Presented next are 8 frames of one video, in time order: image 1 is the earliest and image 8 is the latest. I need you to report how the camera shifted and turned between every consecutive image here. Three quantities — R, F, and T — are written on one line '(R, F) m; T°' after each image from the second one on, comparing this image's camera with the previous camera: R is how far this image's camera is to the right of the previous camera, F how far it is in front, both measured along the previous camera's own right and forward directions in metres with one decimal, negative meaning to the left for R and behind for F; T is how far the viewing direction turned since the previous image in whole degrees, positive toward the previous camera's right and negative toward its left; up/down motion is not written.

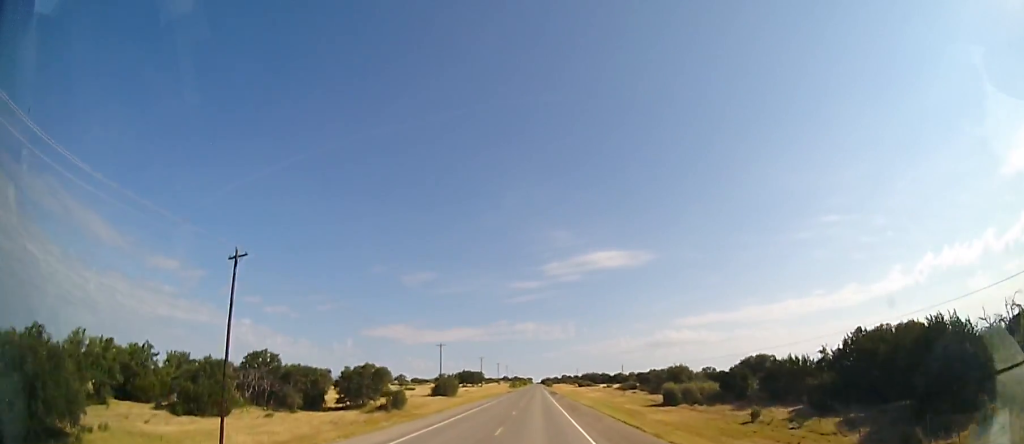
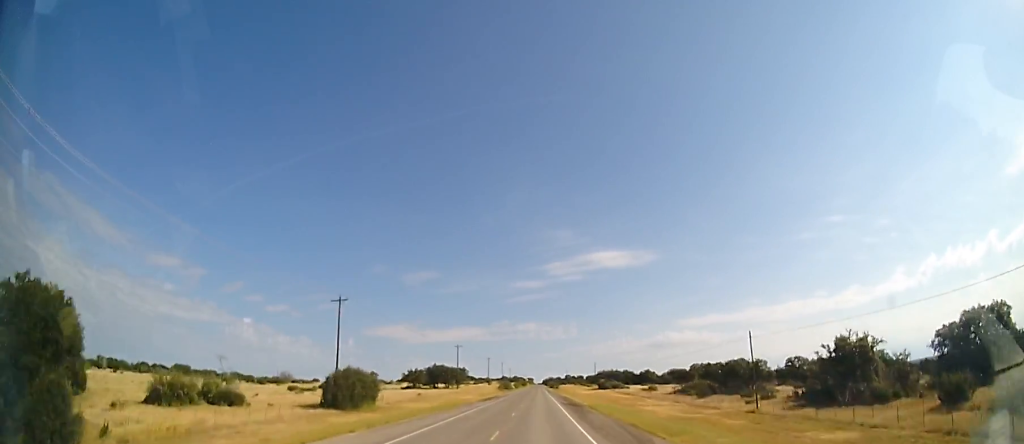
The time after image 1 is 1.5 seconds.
(-0.1, +51.0) m; 0°
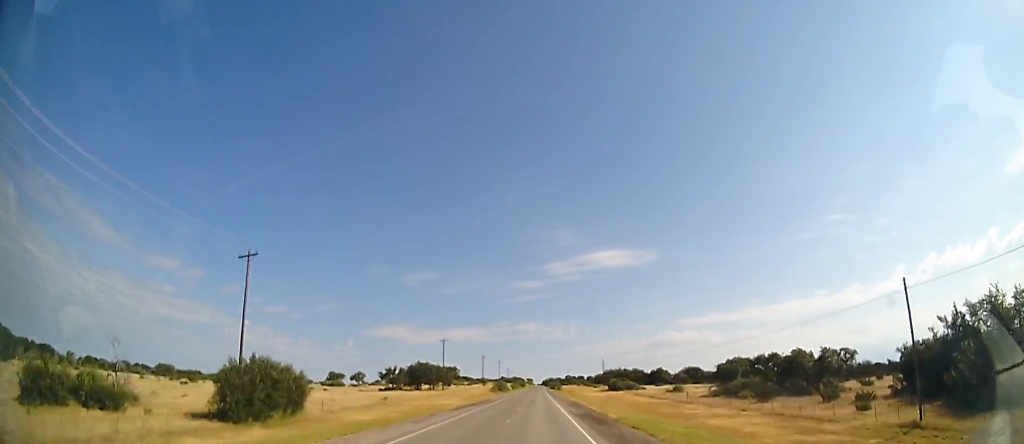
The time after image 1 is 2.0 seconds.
(0.0, +16.7) m; 0°
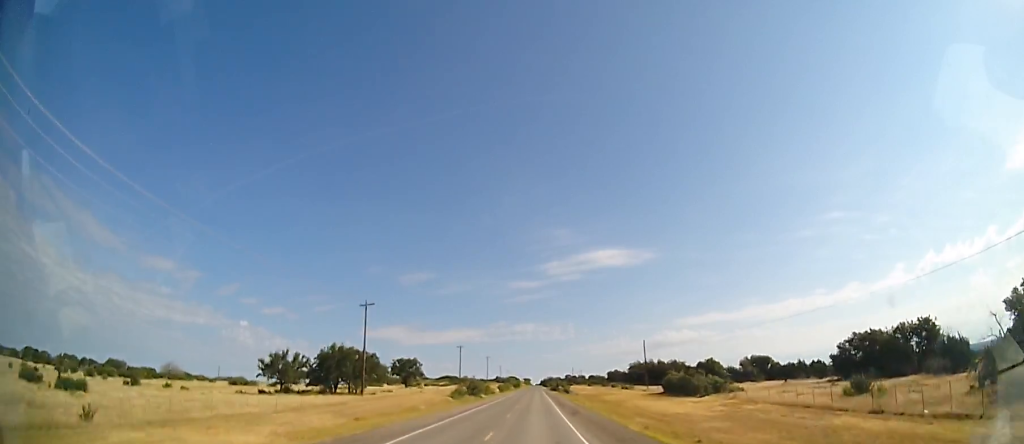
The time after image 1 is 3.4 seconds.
(+0.1, +44.2) m; 0°
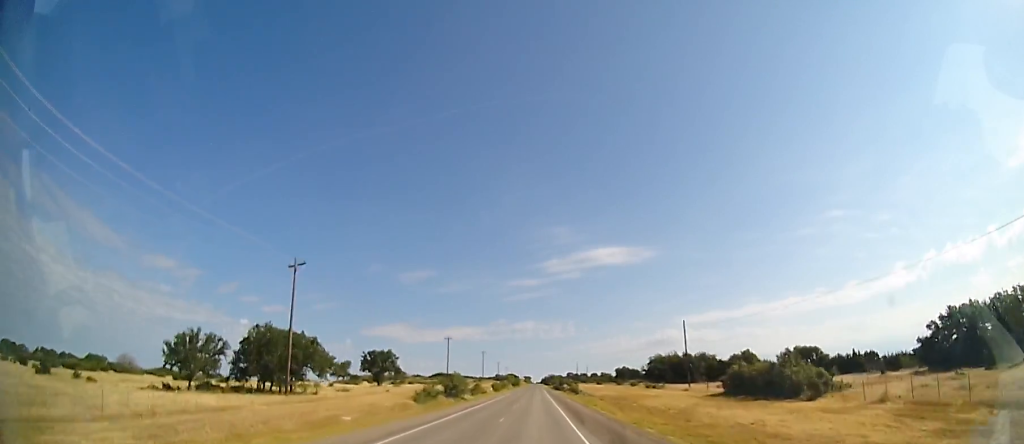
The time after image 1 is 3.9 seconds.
(0.0, +17.7) m; 0°
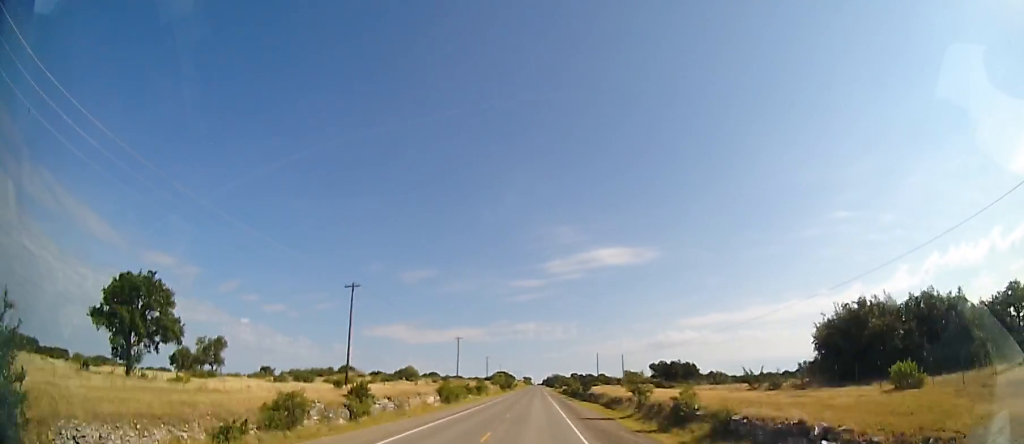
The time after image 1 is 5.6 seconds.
(0.0, +56.3) m; 0°
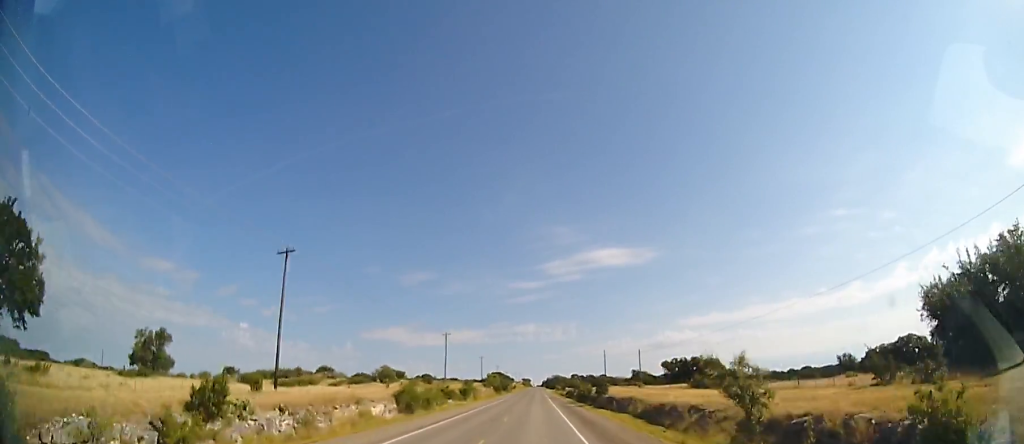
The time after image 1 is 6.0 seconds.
(0.0, +14.4) m; 0°
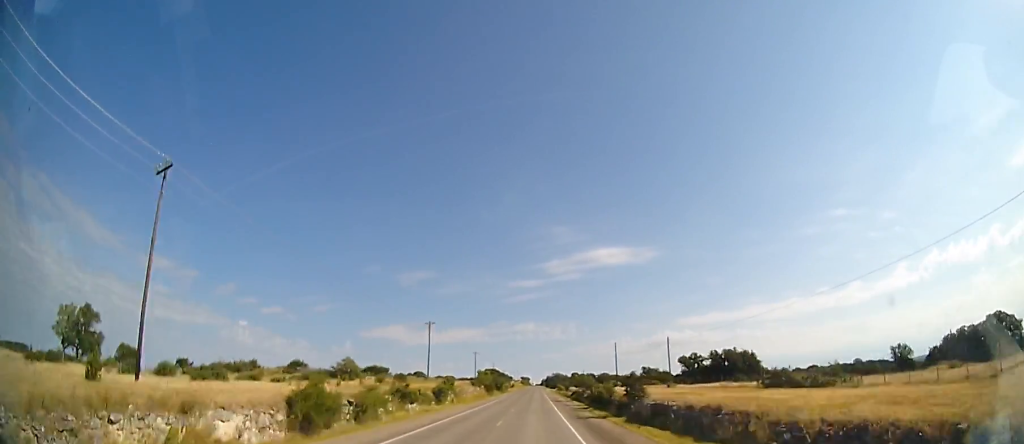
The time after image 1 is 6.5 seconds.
(0.0, +15.6) m; 0°
